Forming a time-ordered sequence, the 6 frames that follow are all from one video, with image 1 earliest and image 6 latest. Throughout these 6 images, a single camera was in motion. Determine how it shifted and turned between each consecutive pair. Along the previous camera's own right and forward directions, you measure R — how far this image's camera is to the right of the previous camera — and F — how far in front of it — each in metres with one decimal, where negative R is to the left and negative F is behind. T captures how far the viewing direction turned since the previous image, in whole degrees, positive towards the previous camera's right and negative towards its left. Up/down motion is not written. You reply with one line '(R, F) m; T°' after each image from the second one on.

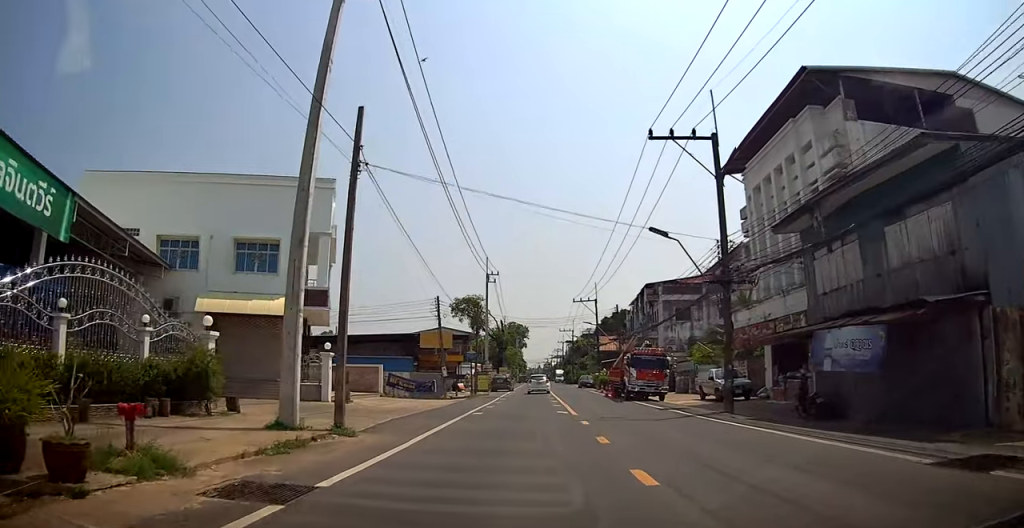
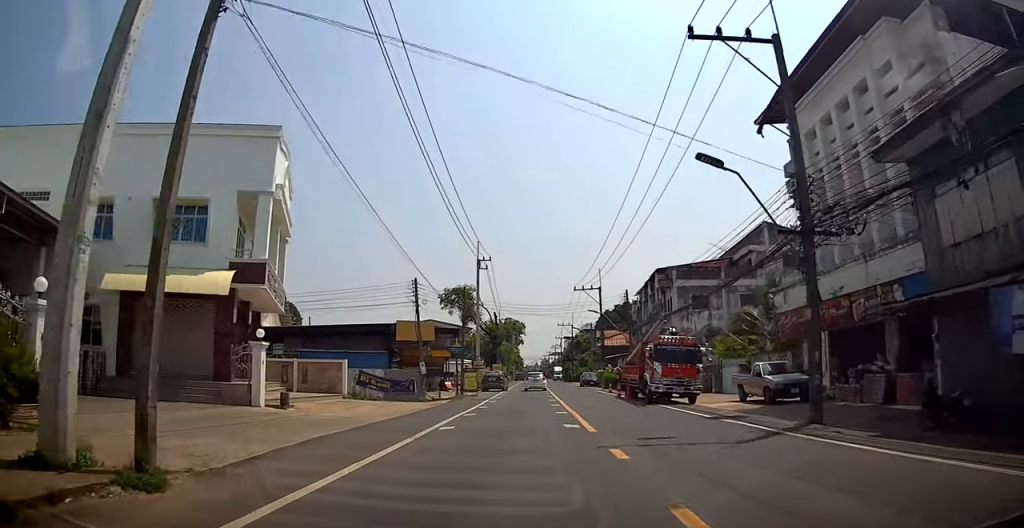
(0.0, +6.8) m; +1°
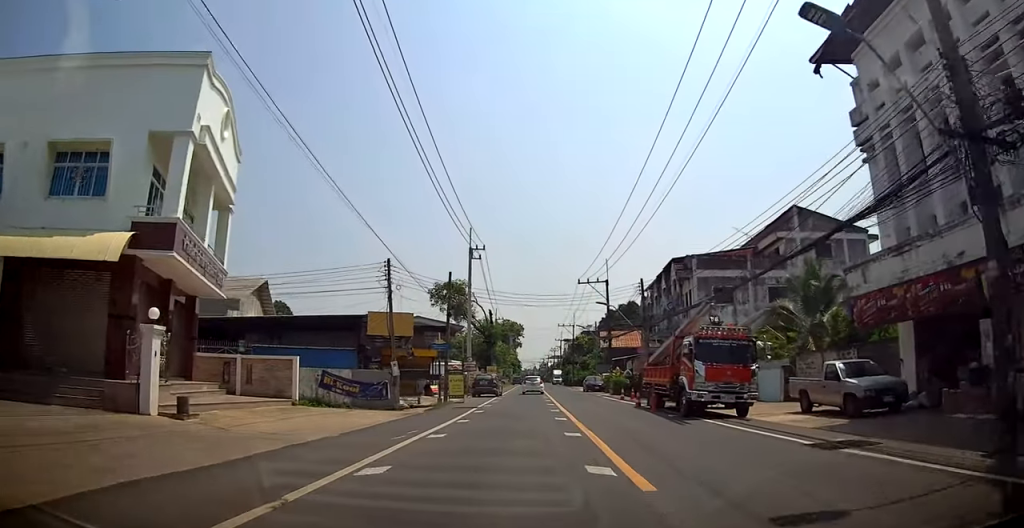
(+0.2, +6.2) m; +2°
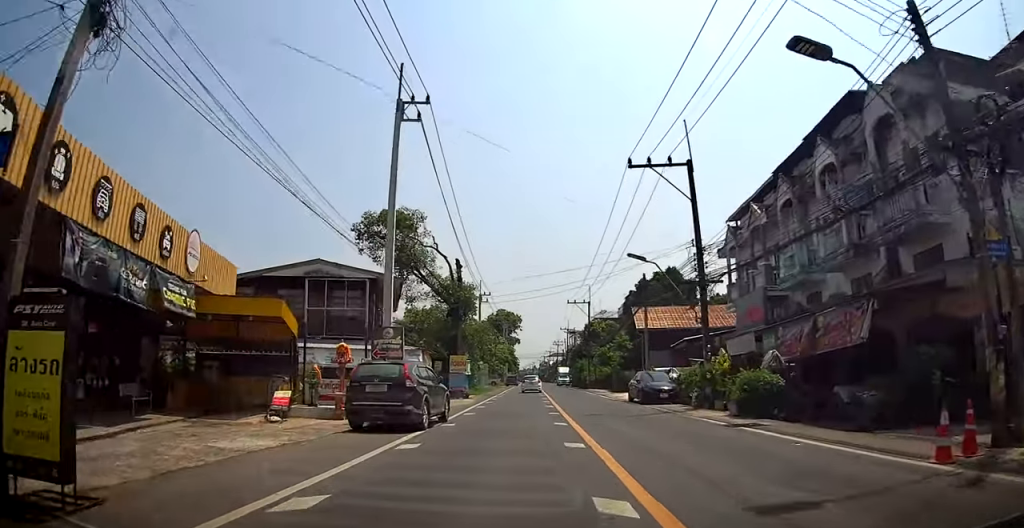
(+0.3, +27.0) m; 0°
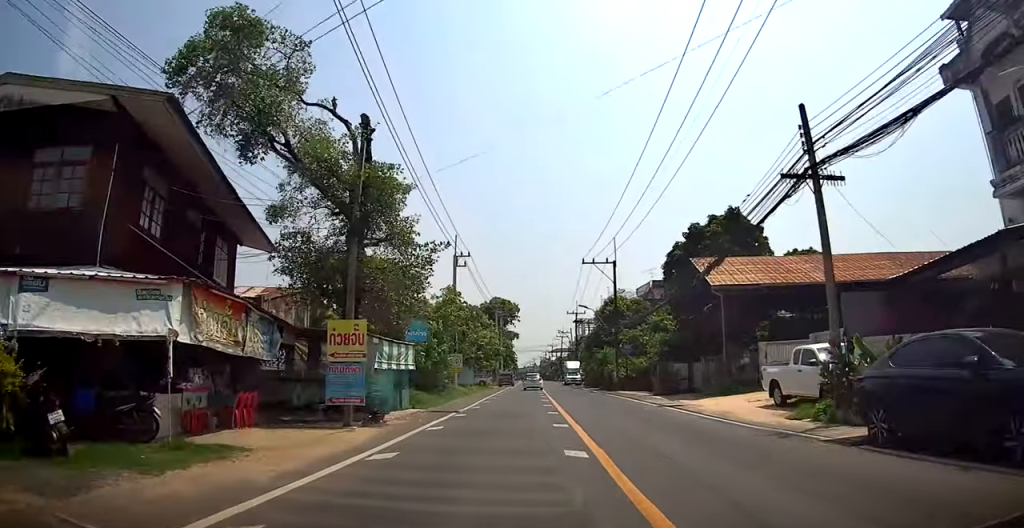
(-0.2, +21.4) m; +1°
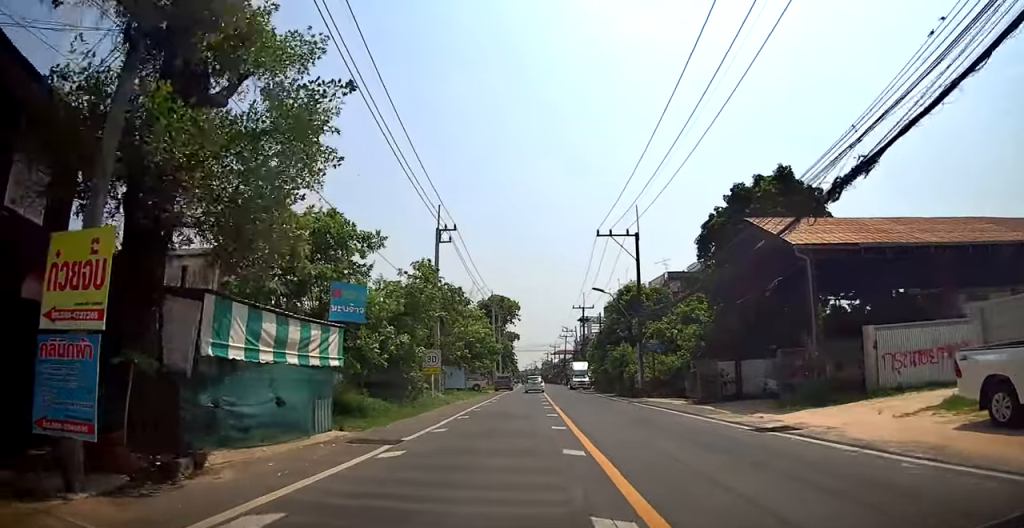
(-0.1, +9.4) m; +2°
